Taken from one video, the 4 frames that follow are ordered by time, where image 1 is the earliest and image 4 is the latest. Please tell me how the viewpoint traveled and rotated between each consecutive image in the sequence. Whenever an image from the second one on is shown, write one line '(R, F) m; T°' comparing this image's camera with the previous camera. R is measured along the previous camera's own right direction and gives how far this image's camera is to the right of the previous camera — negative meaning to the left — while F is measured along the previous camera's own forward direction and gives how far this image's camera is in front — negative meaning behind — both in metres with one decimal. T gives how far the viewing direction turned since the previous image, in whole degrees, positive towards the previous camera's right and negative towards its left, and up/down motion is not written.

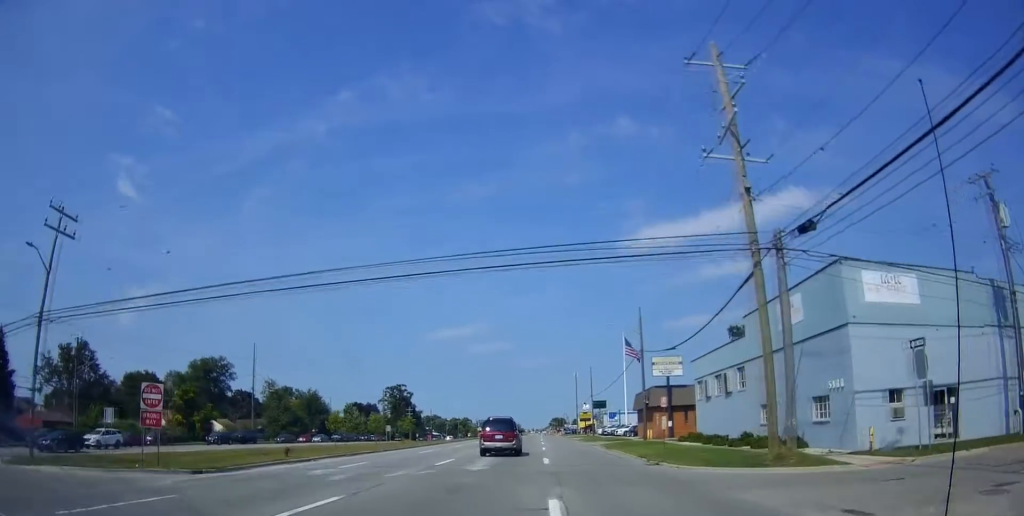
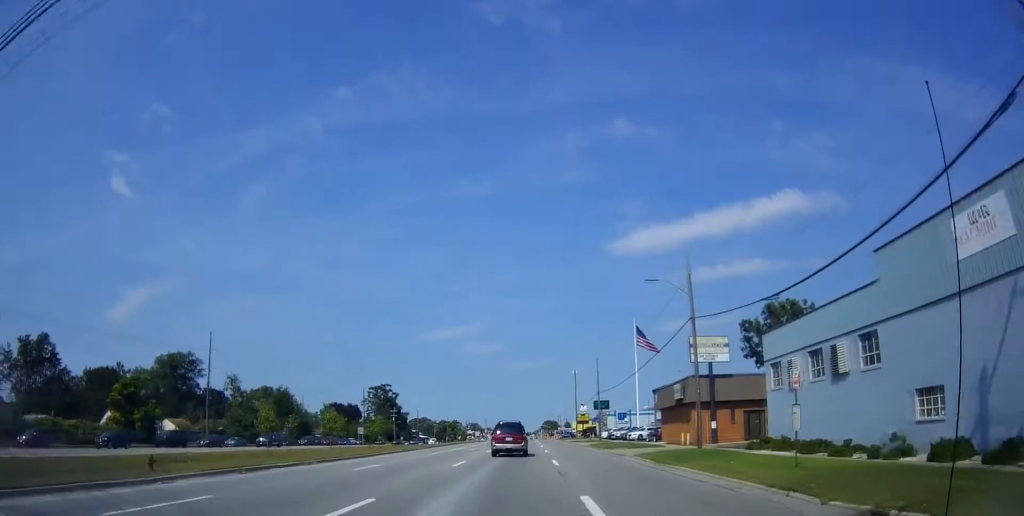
(-0.3, +14.6) m; 0°
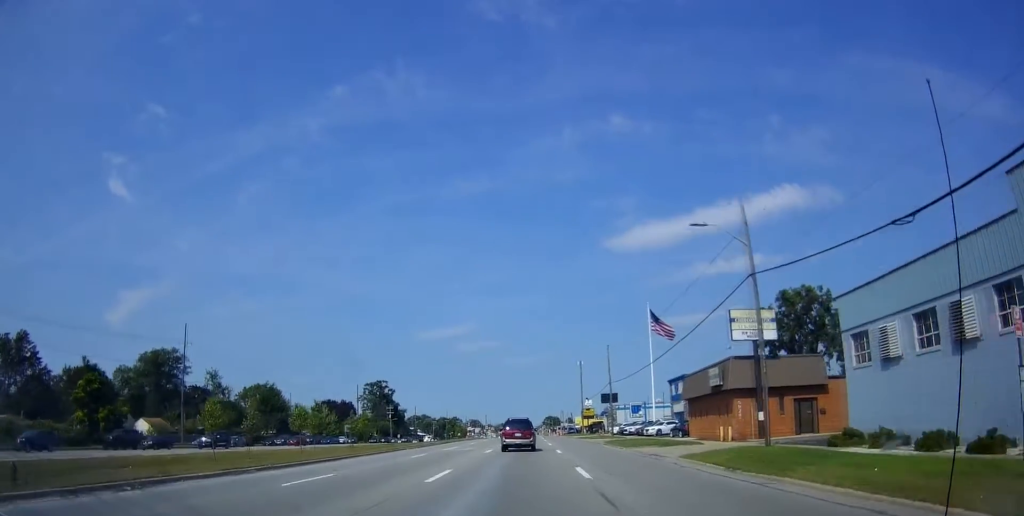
(-0.1, +8.3) m; 0°
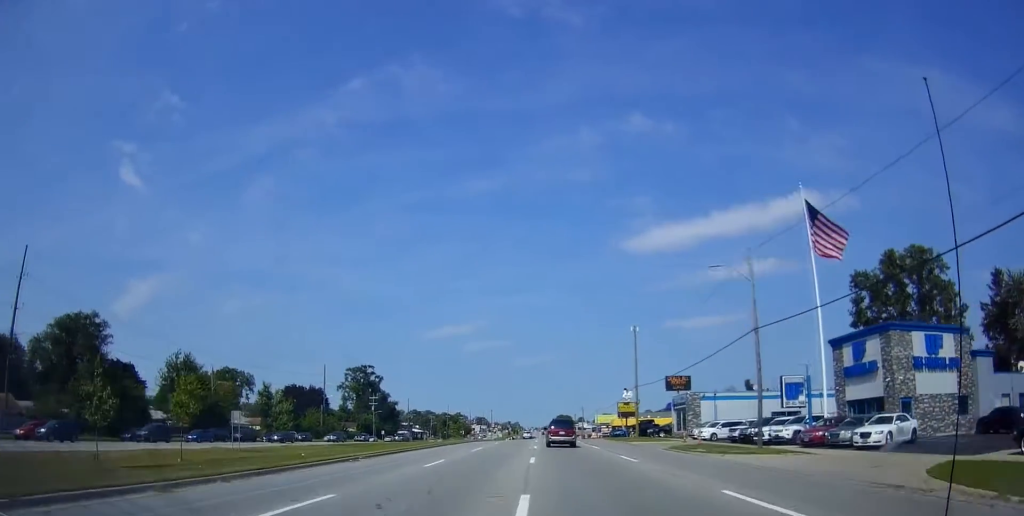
(+1.5, +38.9) m; +1°
